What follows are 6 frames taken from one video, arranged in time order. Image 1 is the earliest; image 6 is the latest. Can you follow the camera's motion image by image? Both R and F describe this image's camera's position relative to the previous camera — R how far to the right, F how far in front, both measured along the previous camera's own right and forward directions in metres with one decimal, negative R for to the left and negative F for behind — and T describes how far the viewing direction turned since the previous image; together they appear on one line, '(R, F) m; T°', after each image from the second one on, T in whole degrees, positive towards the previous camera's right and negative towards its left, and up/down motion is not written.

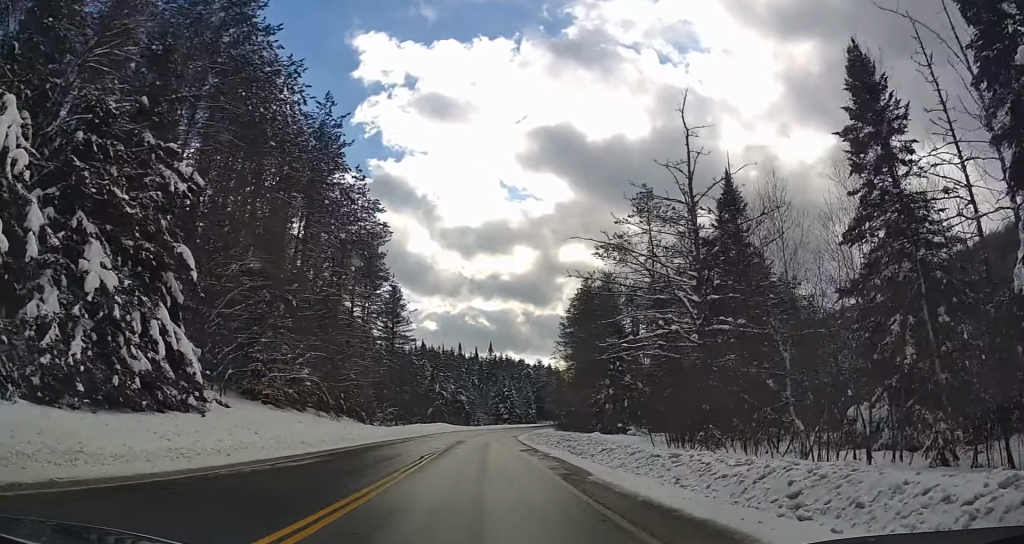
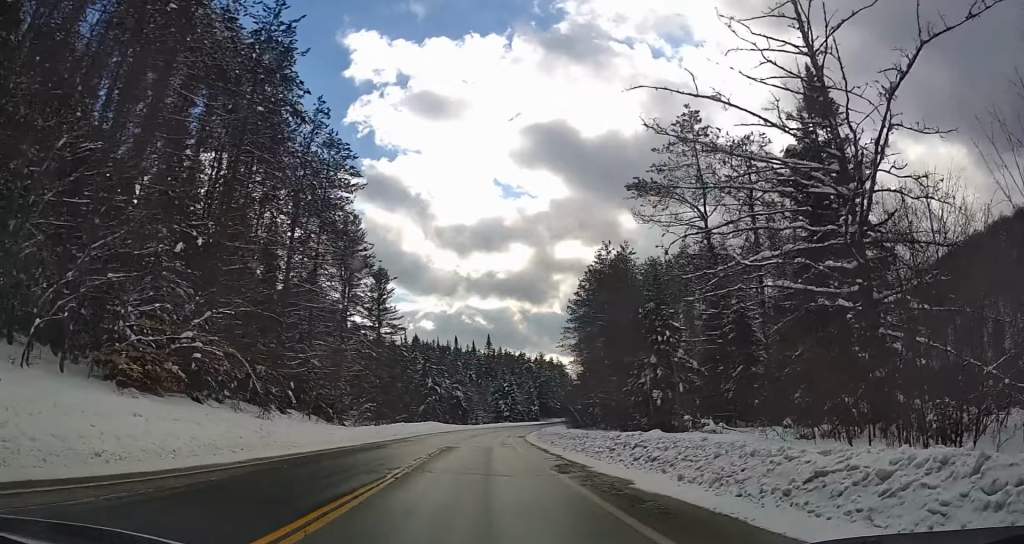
(+0.1, +13.4) m; 0°
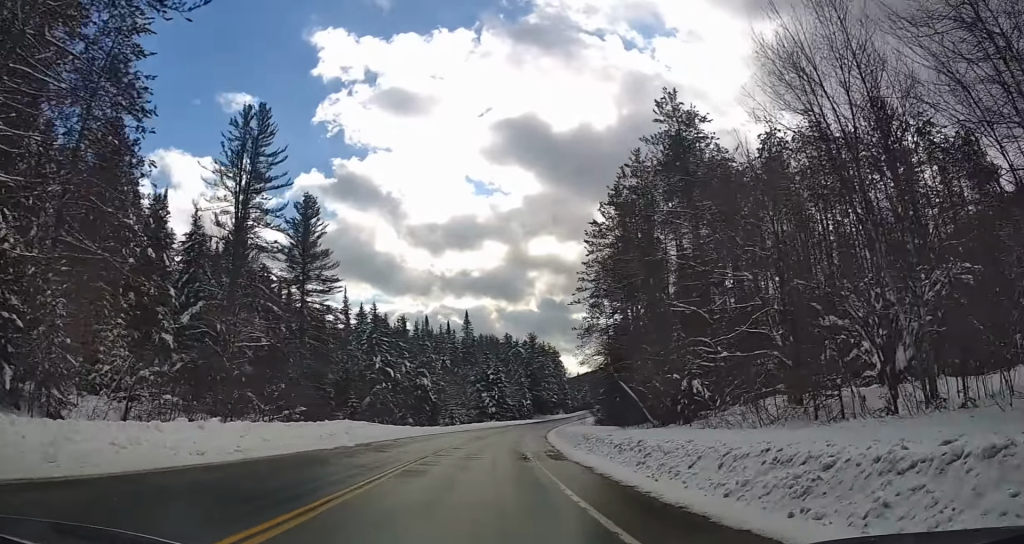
(+0.1, +35.7) m; +1°
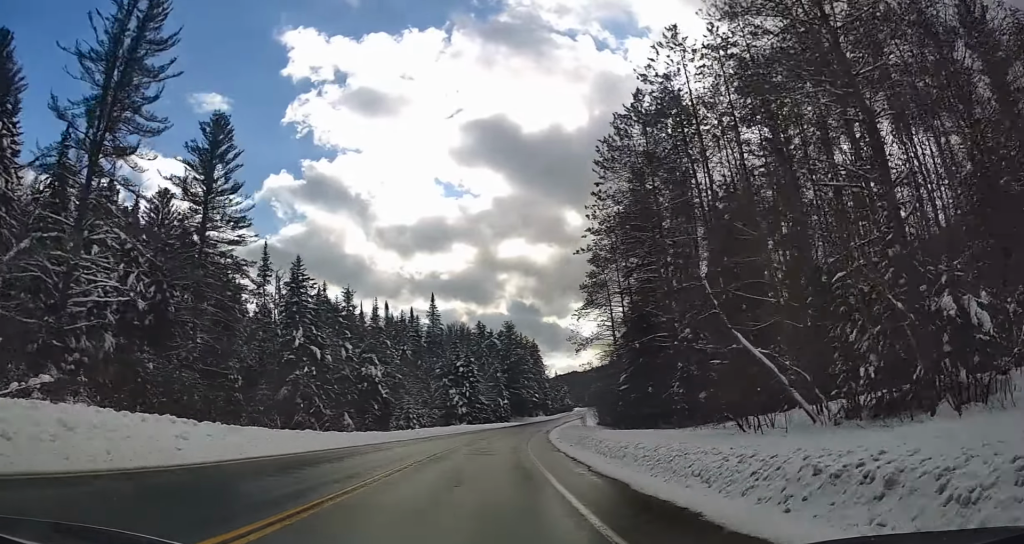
(-0.1, +21.4) m; +2°
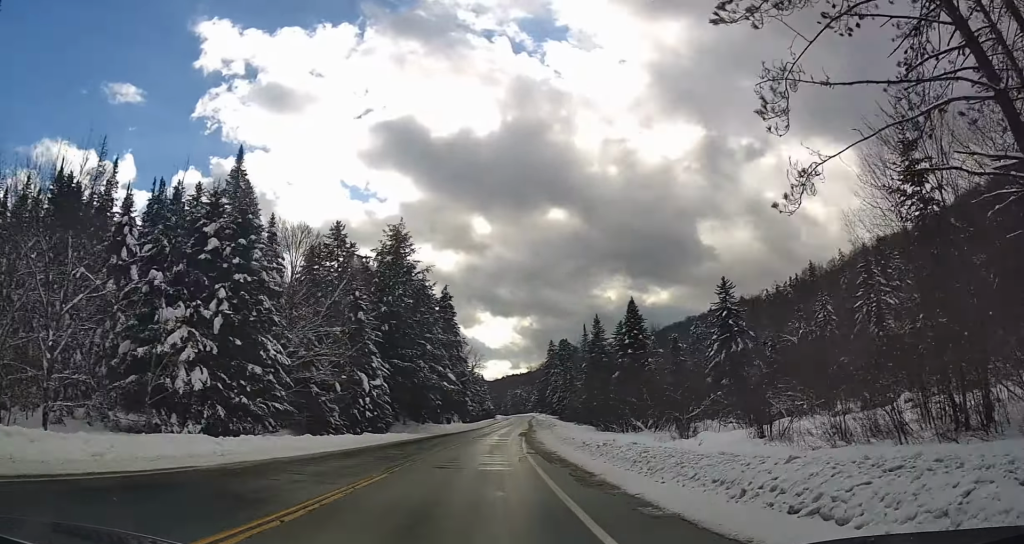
(+2.8, +65.6) m; +7°
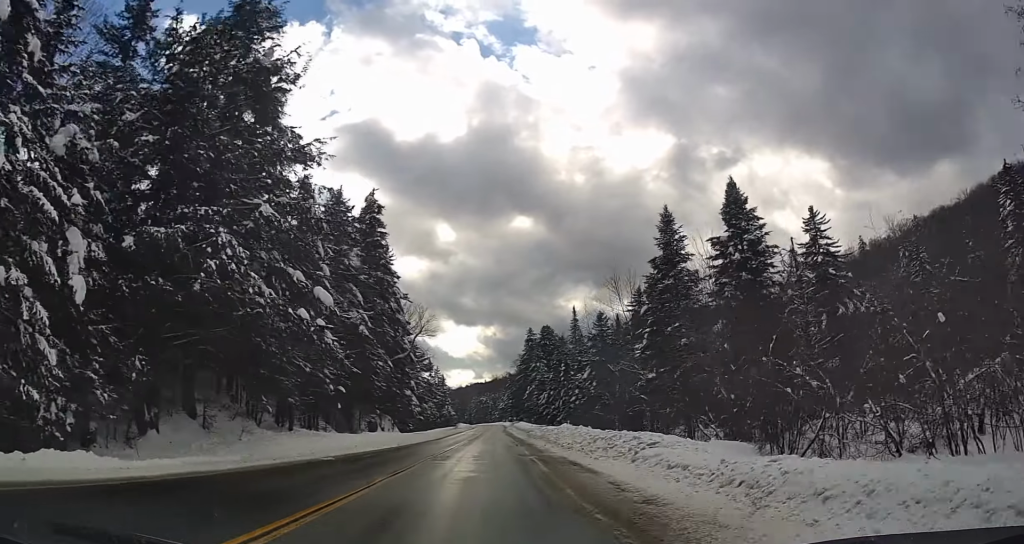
(+1.9, +37.3) m; +5°
